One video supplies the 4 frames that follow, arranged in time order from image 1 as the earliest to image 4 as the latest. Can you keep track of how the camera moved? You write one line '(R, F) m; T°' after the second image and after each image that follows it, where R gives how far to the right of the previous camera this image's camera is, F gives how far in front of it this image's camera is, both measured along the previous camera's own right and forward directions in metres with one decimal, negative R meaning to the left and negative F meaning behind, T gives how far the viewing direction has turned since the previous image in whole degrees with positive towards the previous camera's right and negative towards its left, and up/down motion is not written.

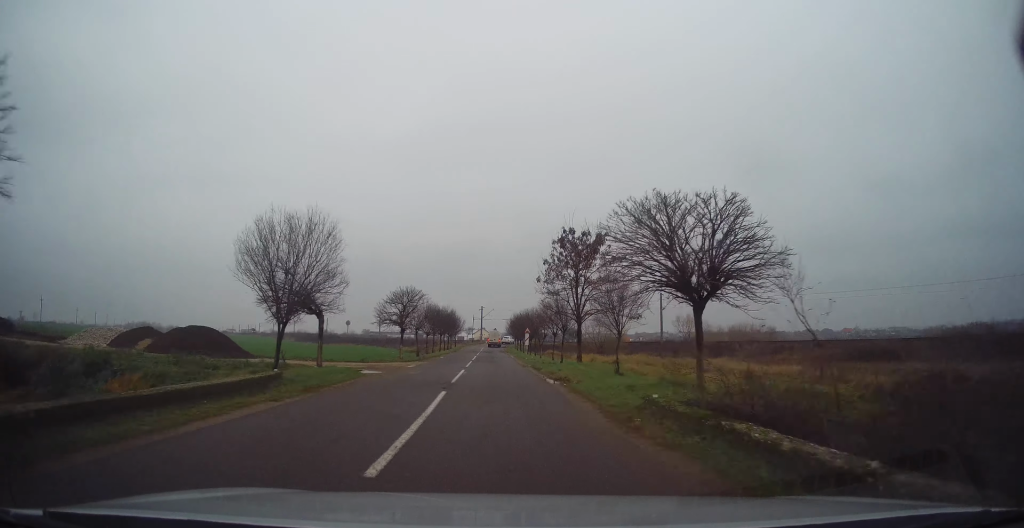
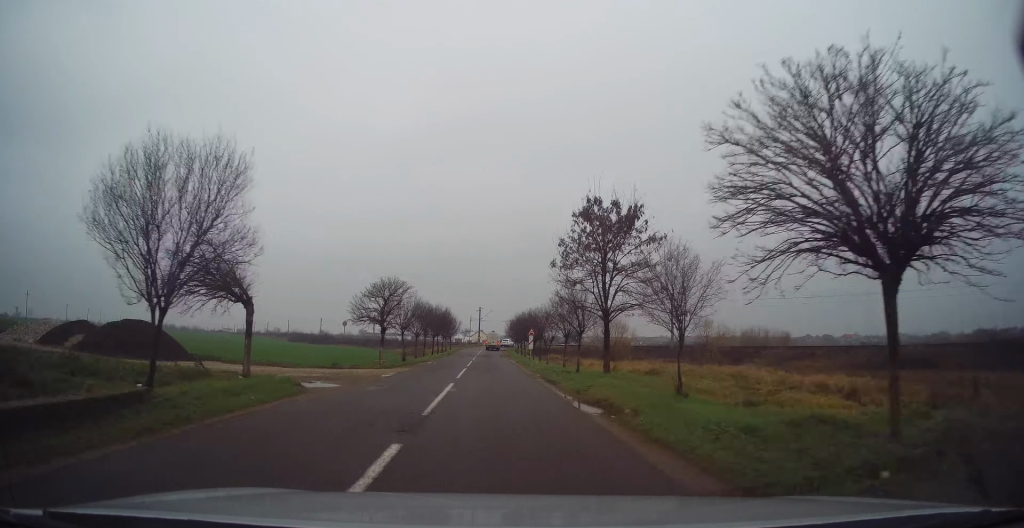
(+0.2, +6.0) m; +1°
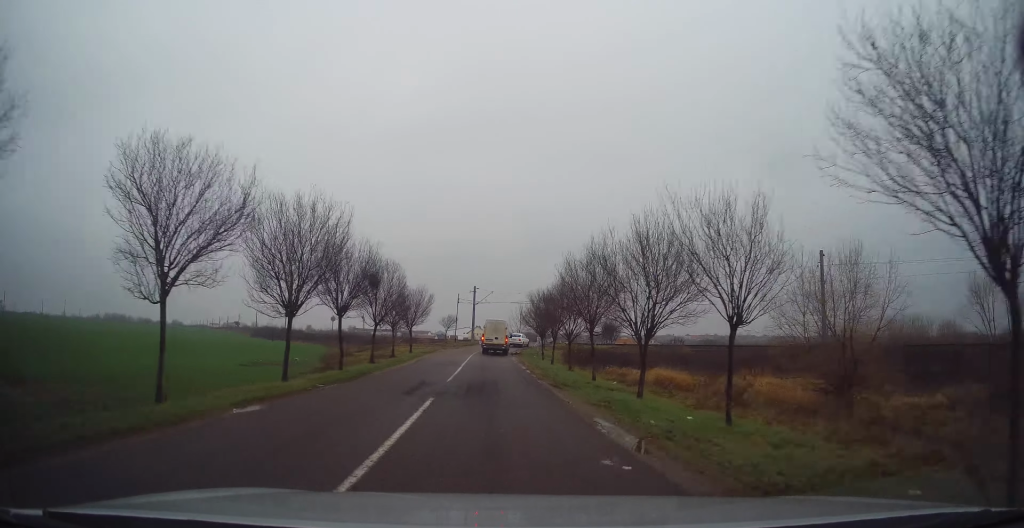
(-0.5, +39.9) m; -2°
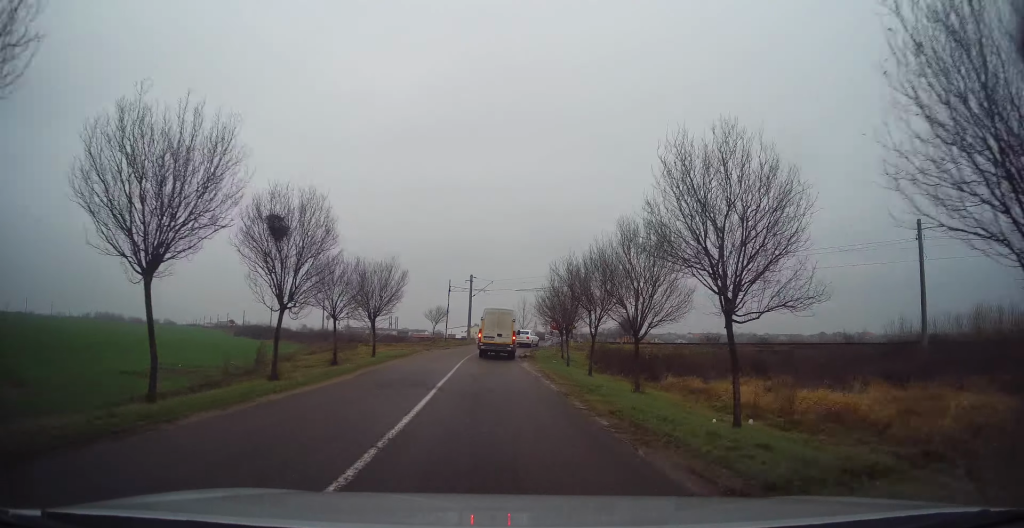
(-0.2, +11.8) m; +1°
